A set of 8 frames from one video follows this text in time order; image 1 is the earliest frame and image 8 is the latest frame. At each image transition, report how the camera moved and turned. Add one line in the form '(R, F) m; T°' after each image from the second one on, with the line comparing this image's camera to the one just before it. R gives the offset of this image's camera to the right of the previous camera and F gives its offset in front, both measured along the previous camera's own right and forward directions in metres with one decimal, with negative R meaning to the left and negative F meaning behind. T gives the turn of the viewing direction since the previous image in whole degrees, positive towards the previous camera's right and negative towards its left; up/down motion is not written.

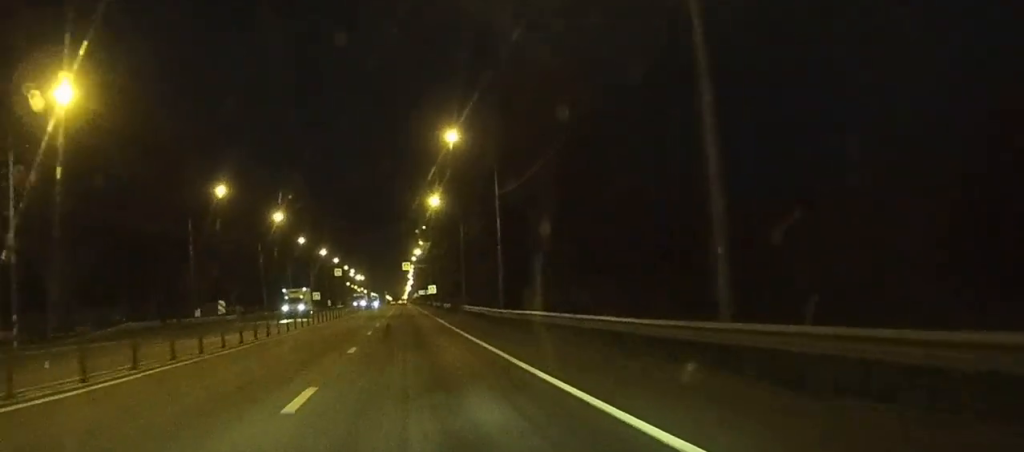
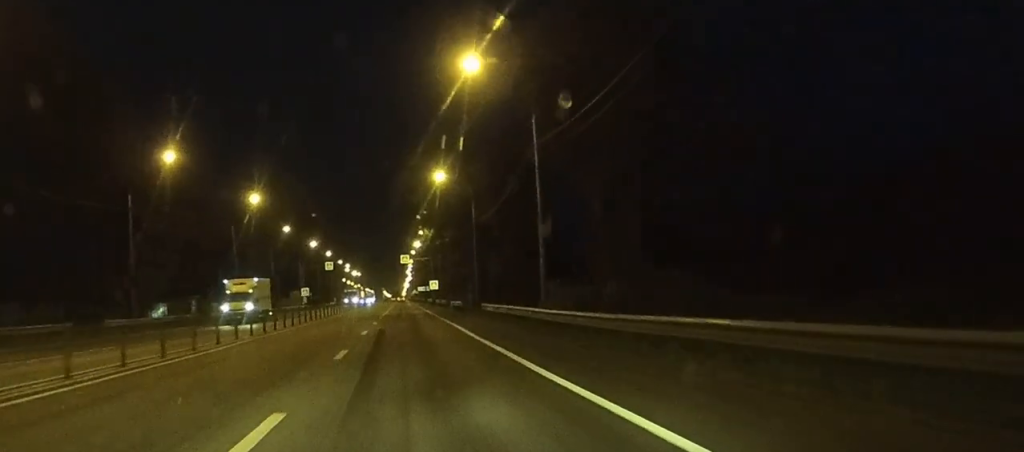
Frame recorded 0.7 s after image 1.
(0.0, +15.8) m; 0°
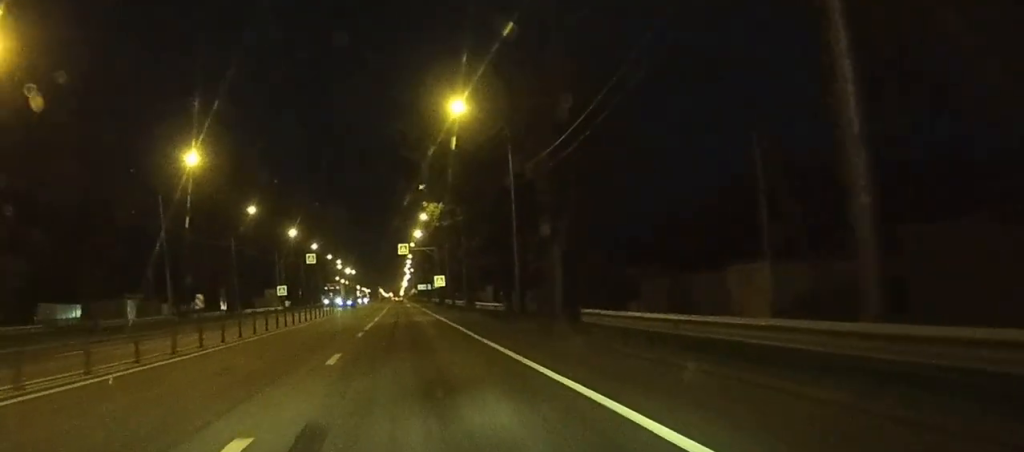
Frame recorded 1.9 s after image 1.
(0.0, +25.9) m; 0°
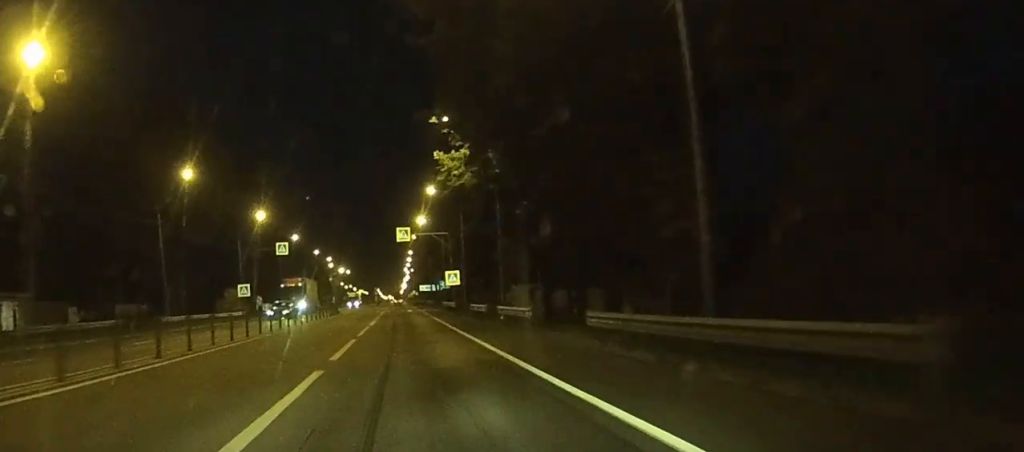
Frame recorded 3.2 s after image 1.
(+0.1, +27.9) m; 0°
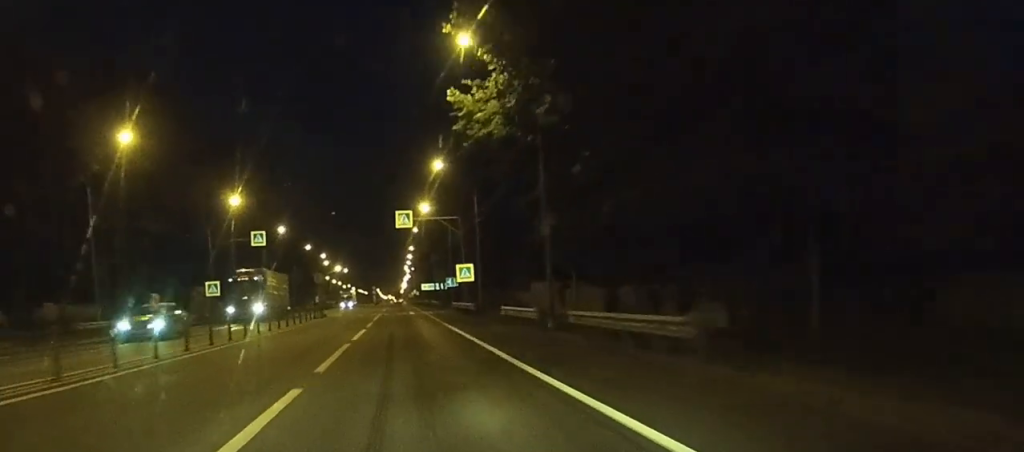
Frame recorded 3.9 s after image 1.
(0.0, +14.9) m; 0°
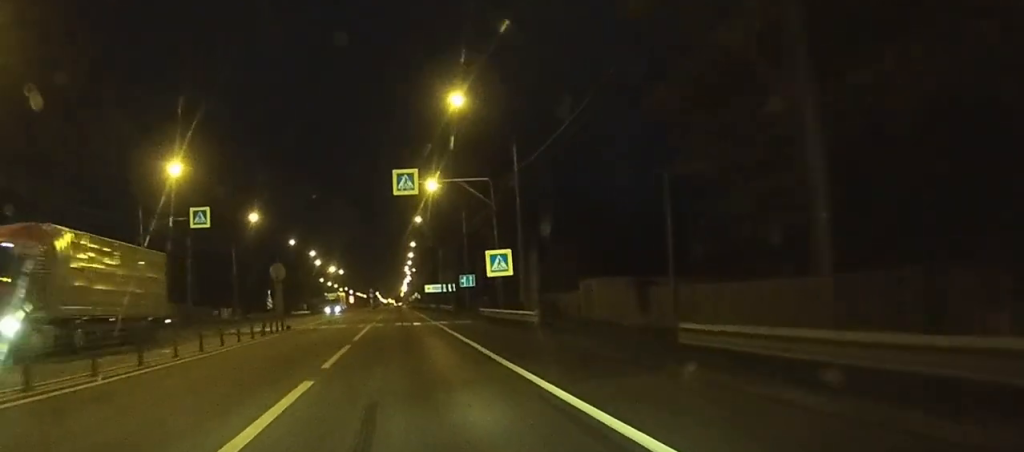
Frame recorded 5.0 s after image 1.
(+0.1, +21.8) m; 0°
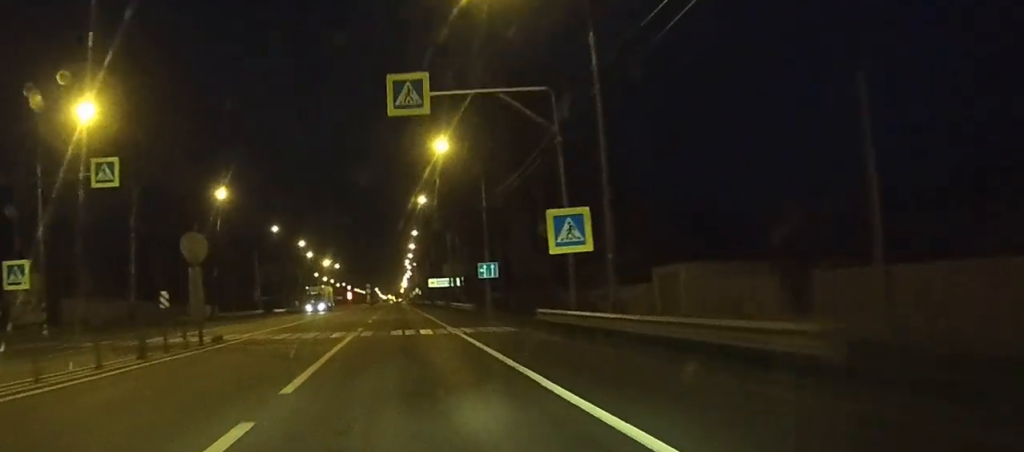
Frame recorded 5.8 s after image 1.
(0.0, +17.4) m; 0°
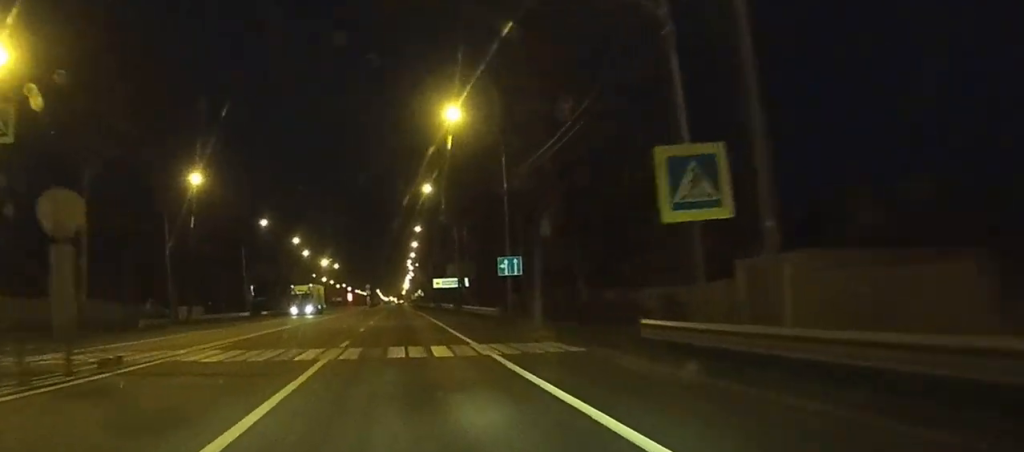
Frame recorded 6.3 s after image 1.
(0.0, +10.4) m; 0°
